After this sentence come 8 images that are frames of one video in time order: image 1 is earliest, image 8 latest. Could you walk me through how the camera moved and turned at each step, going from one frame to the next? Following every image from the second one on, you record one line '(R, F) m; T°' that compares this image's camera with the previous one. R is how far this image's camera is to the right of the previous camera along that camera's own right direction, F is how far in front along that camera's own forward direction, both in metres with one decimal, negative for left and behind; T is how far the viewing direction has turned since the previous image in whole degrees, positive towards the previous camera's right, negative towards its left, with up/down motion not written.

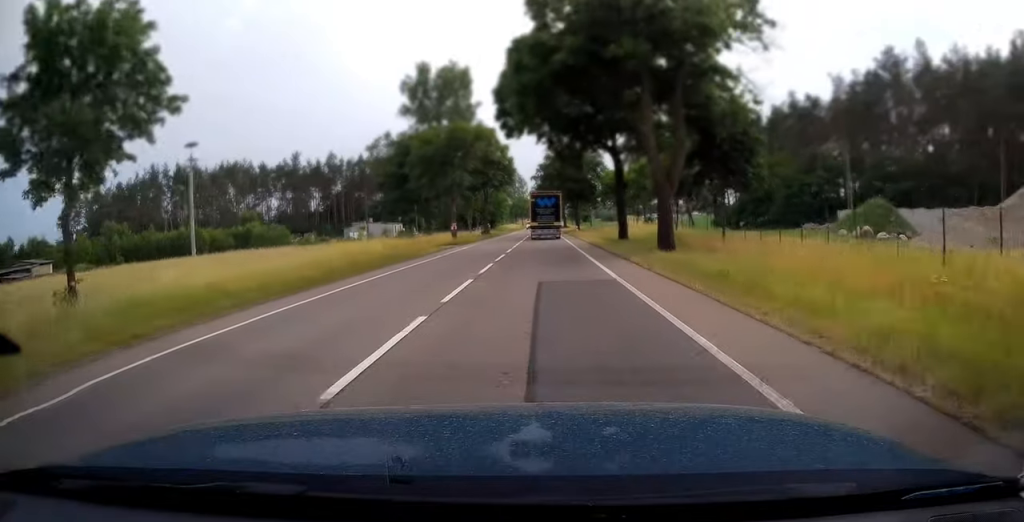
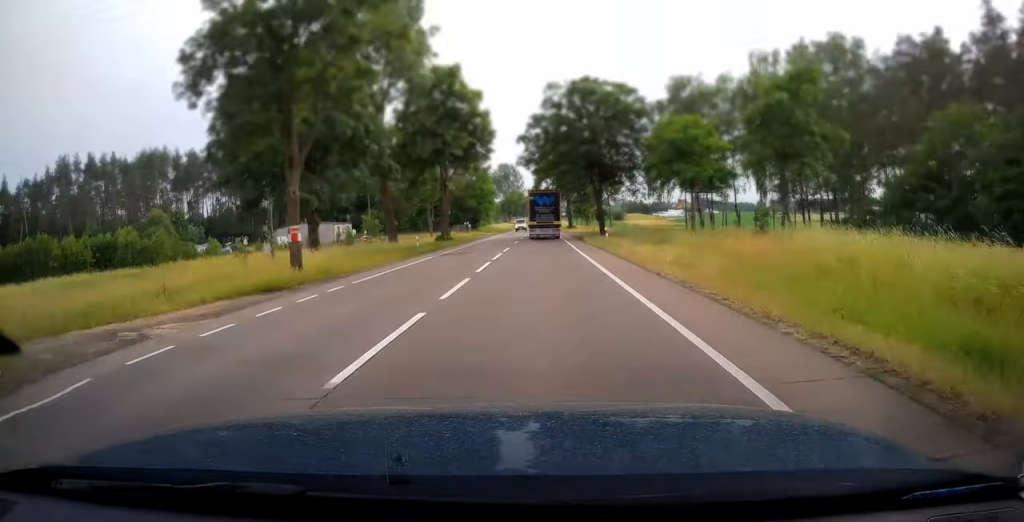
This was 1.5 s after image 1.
(-0.3, +35.8) m; 0°
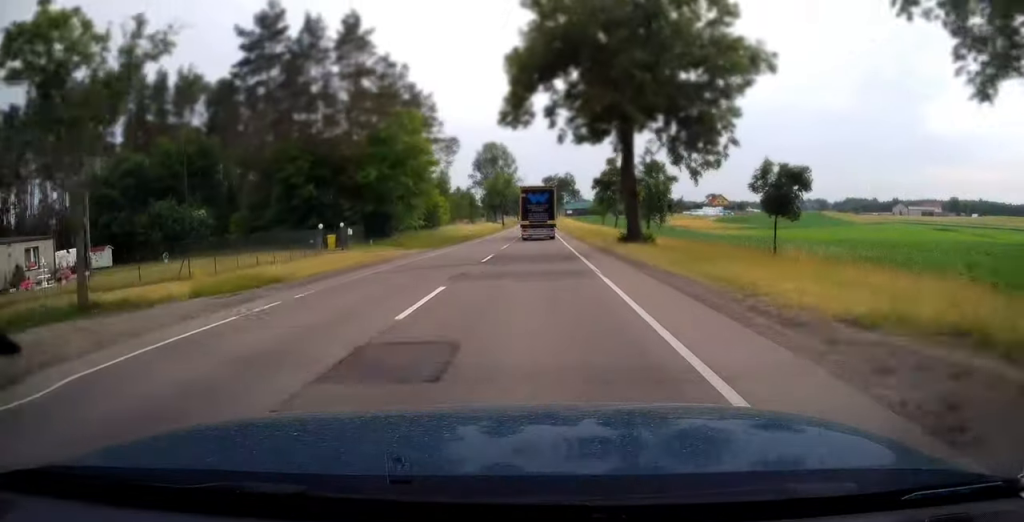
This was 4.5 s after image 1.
(+0.9, +68.6) m; +1°
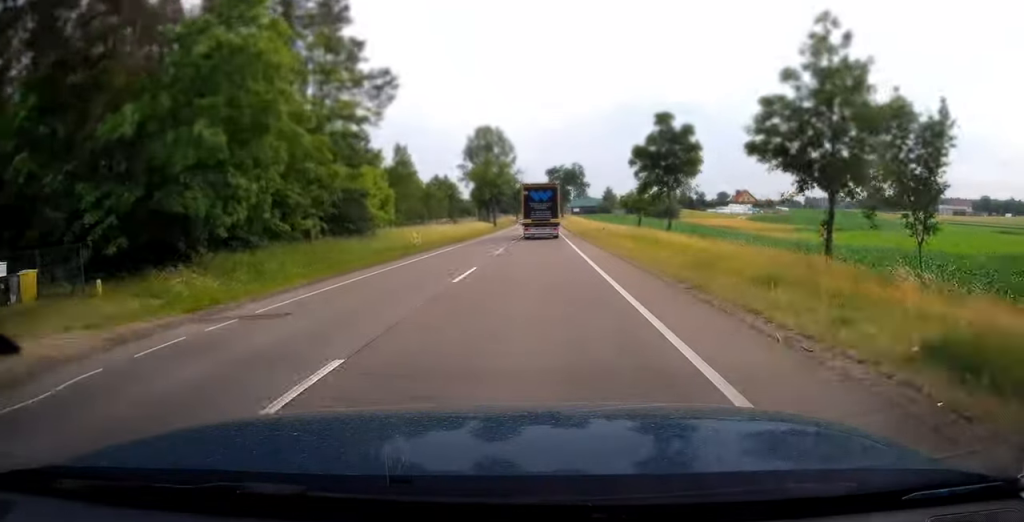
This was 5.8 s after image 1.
(+0.1, +30.9) m; 0°
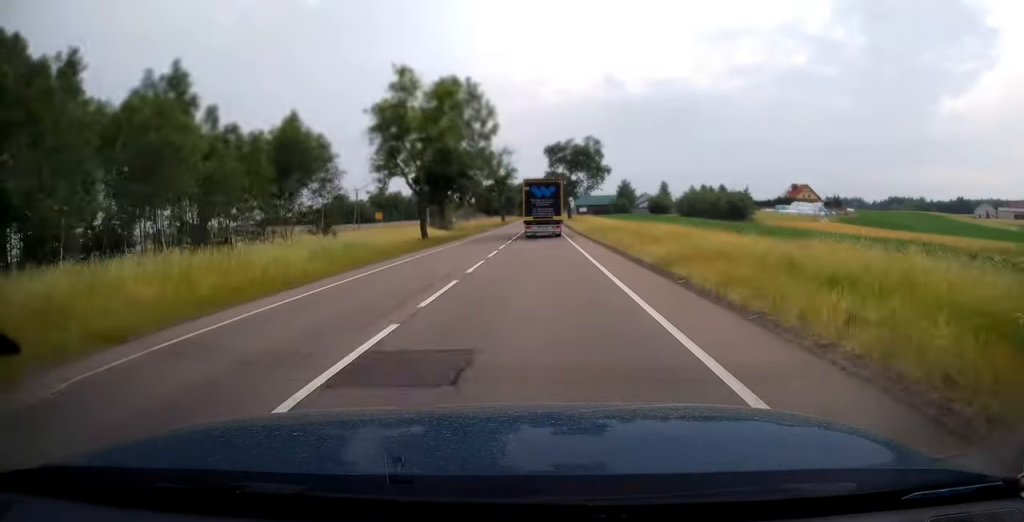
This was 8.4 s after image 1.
(-0.4, +58.6) m; 0°
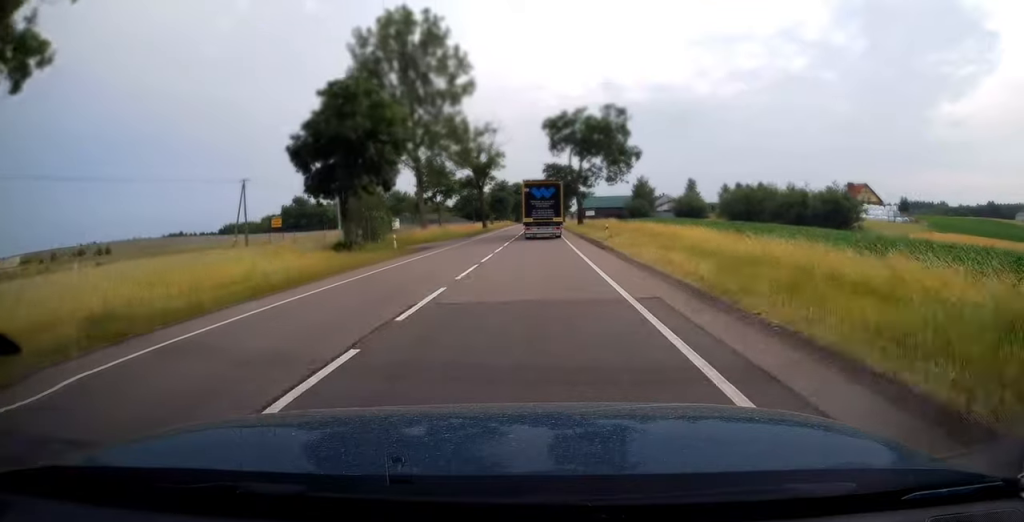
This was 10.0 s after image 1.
(+0.2, +37.4) m; 0°
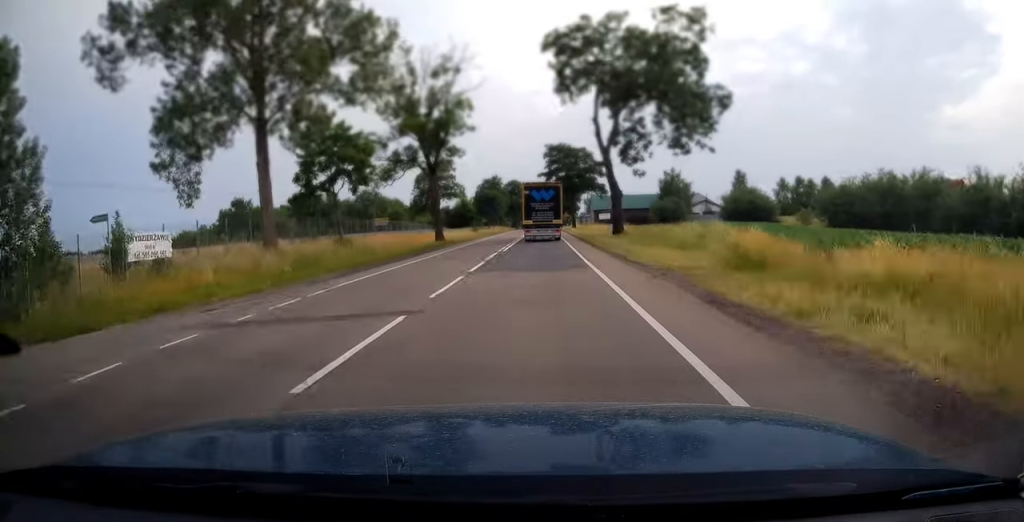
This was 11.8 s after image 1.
(-0.1, +39.4) m; 0°
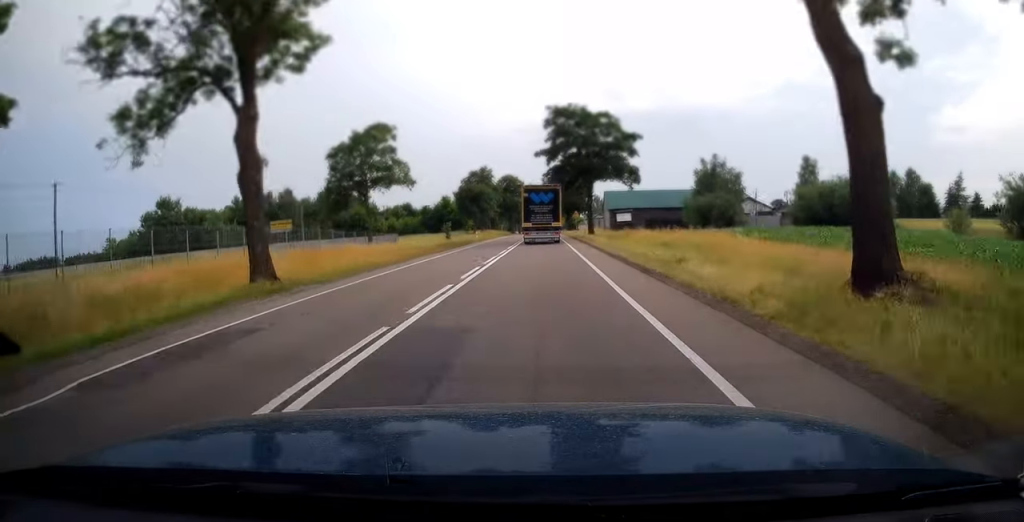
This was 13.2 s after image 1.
(0.0, +31.8) m; 0°
